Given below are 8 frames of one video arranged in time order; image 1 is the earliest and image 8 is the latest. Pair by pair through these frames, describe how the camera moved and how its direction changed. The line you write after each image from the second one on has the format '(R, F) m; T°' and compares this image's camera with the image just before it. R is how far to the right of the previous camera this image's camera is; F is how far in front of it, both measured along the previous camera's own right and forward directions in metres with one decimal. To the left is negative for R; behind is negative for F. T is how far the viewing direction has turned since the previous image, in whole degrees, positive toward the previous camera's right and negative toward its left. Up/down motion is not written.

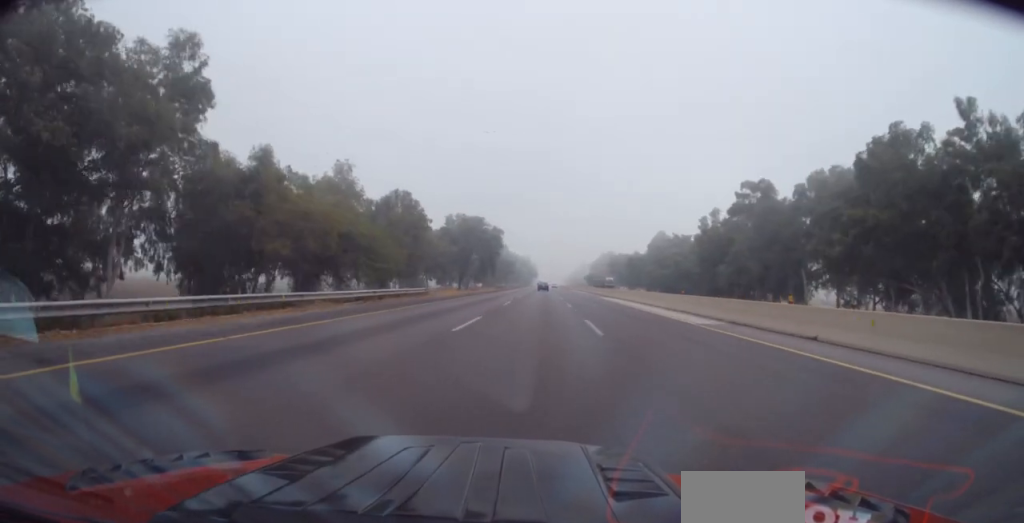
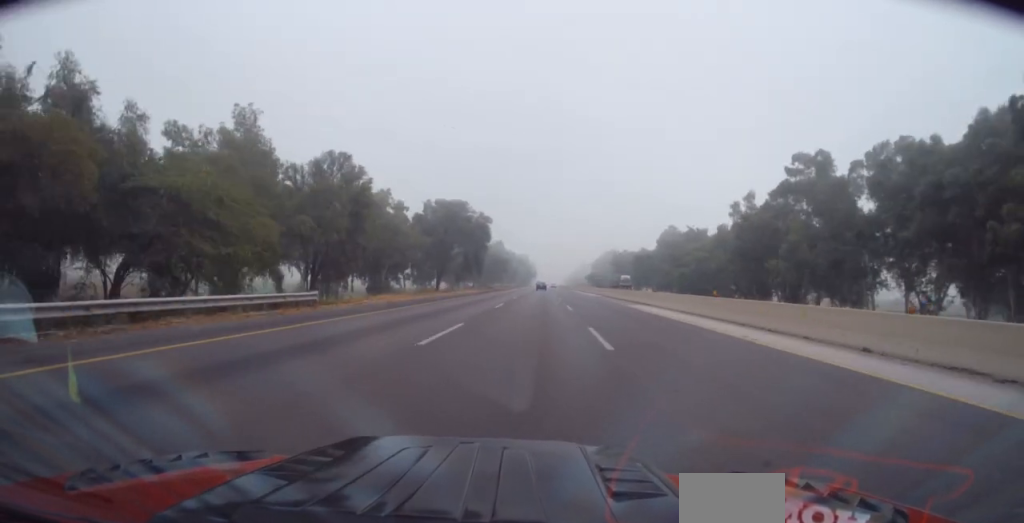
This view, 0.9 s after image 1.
(+0.2, +21.4) m; +1°
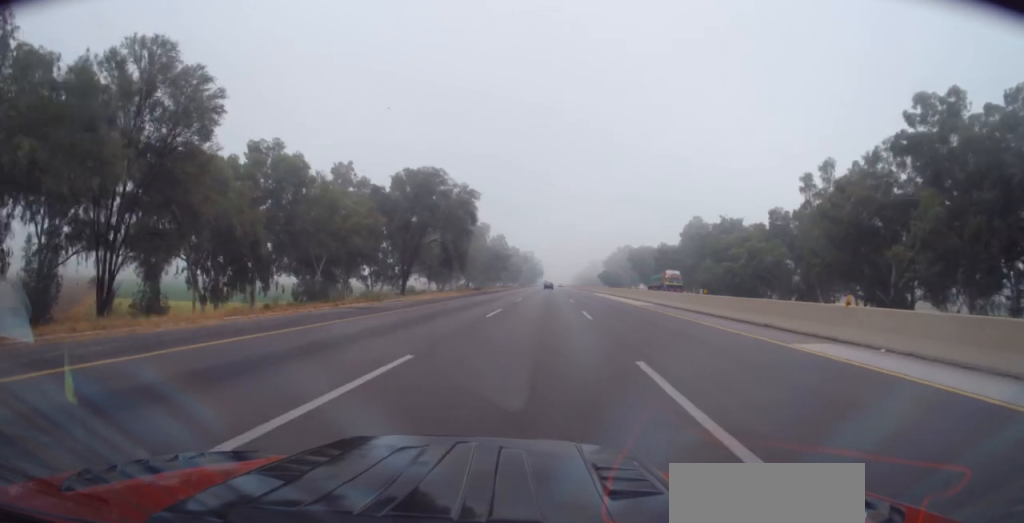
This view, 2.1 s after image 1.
(+0.1, +26.0) m; -1°
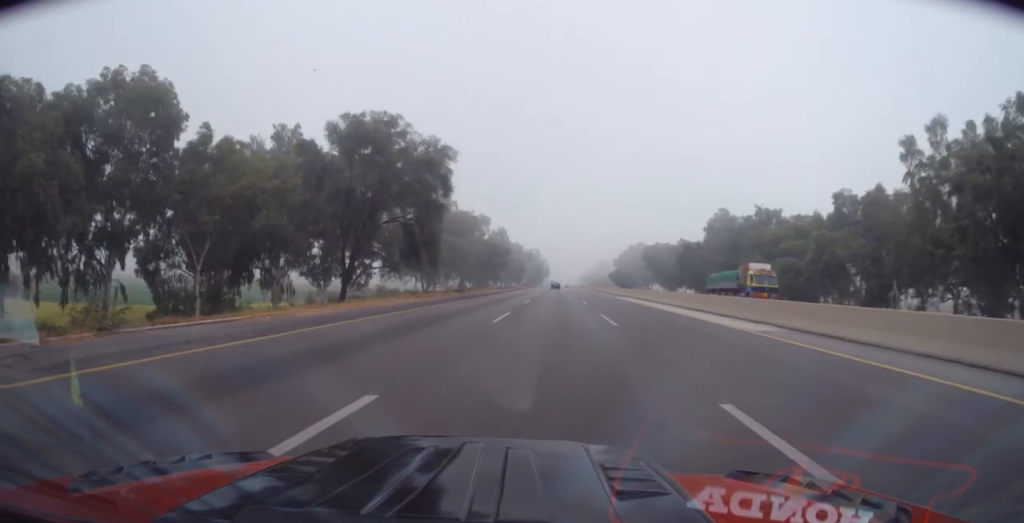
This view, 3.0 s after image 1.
(-0.4, +21.5) m; 0°
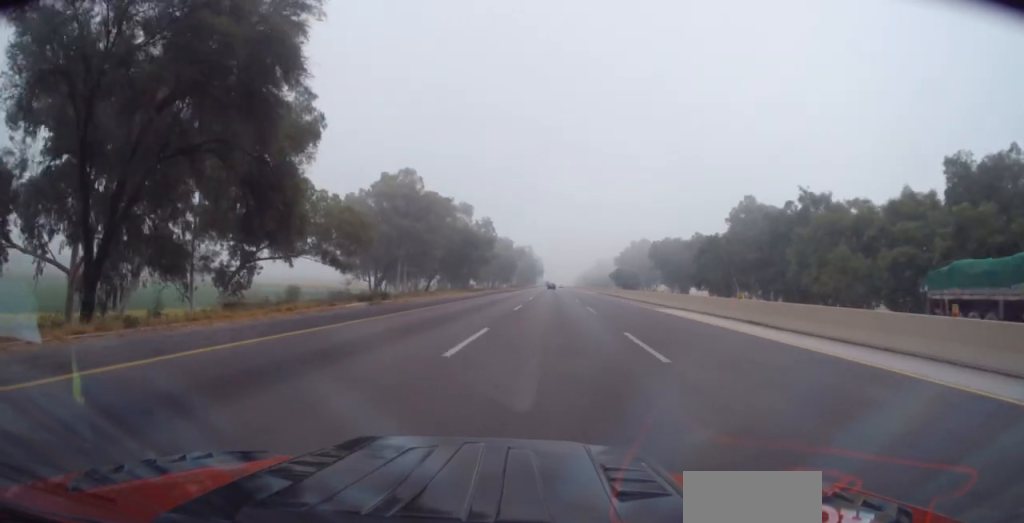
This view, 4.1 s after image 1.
(+0.6, +26.2) m; +1°
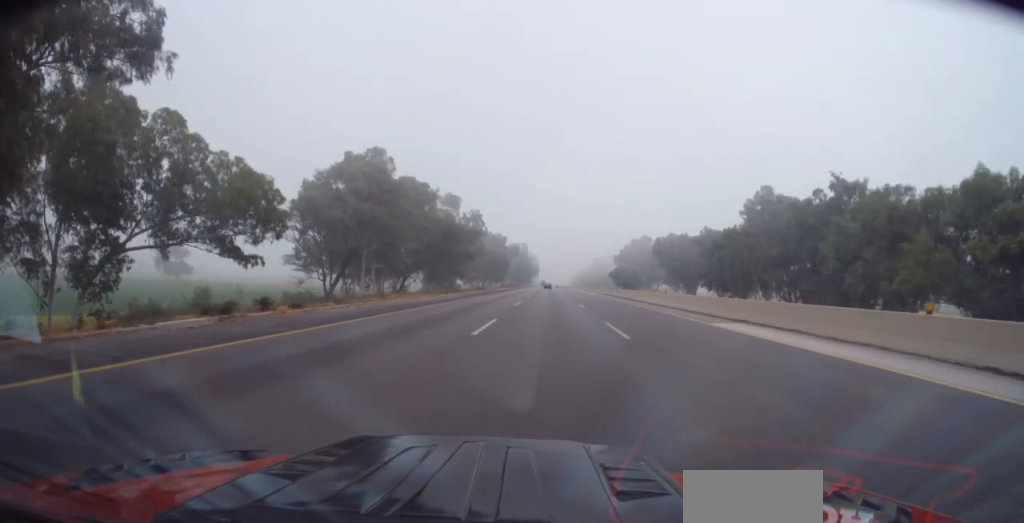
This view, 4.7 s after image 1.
(0.0, +13.9) m; 0°
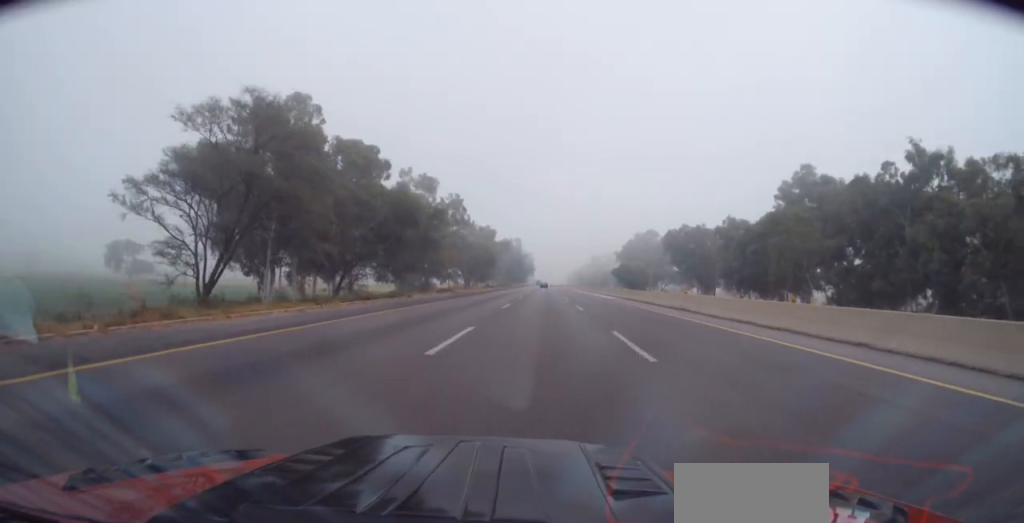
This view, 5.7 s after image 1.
(-0.3, +22.4) m; -1°
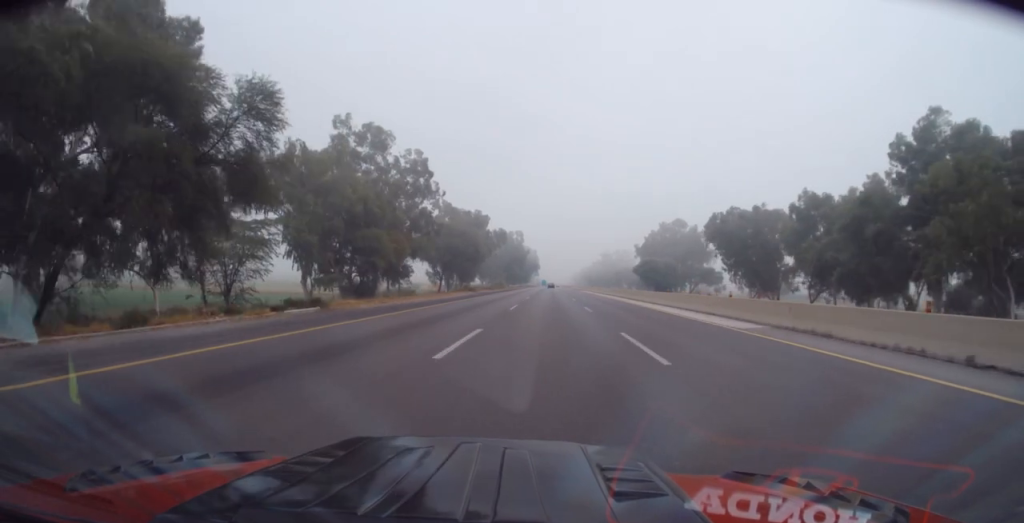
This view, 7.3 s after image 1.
(-0.6, +36.4) m; +1°
